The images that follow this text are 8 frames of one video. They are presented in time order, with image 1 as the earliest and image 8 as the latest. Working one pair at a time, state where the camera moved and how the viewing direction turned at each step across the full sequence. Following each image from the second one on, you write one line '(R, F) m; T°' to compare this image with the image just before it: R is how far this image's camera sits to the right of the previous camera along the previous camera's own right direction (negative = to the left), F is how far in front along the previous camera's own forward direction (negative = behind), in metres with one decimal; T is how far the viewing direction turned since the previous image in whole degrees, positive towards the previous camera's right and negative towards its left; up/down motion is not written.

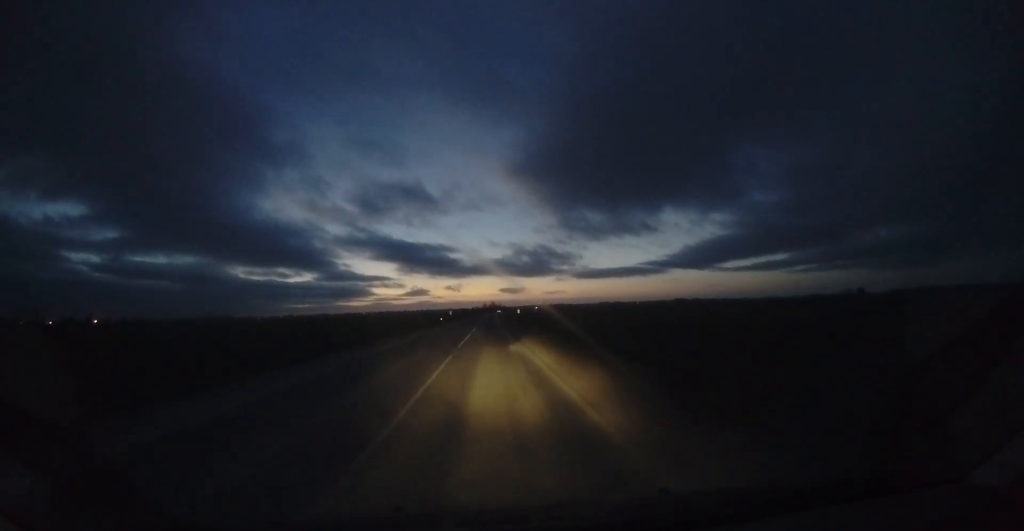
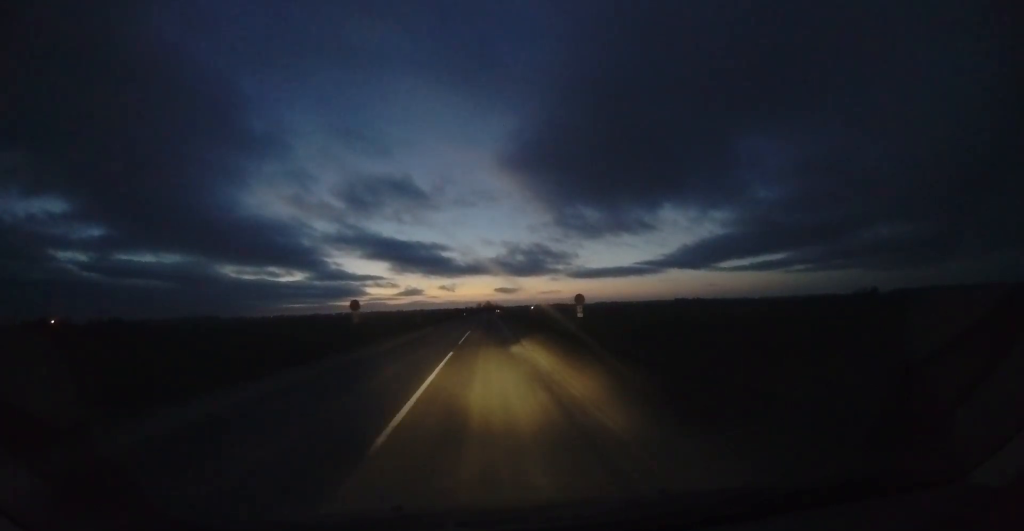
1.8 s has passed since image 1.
(+1.0, +47.3) m; +4°
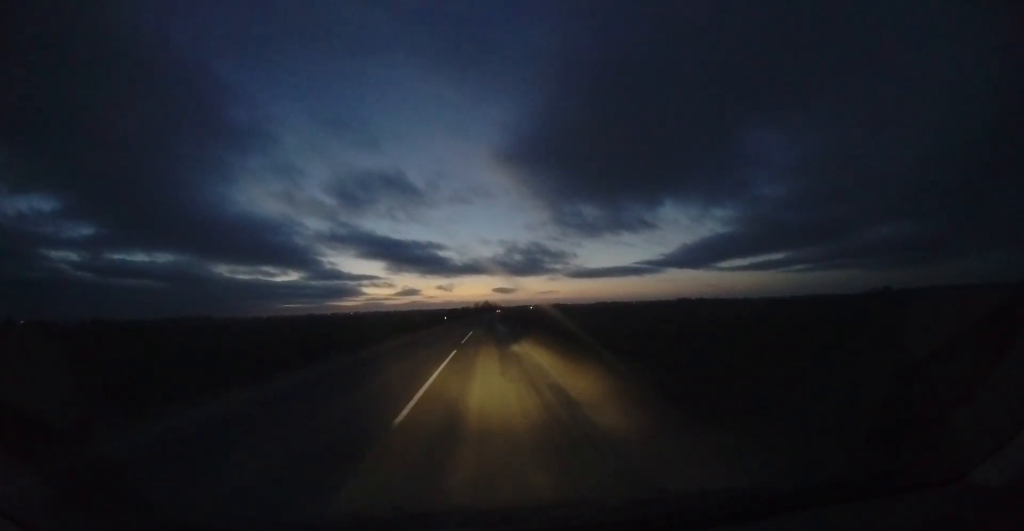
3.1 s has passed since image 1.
(+0.7, +35.0) m; +1°
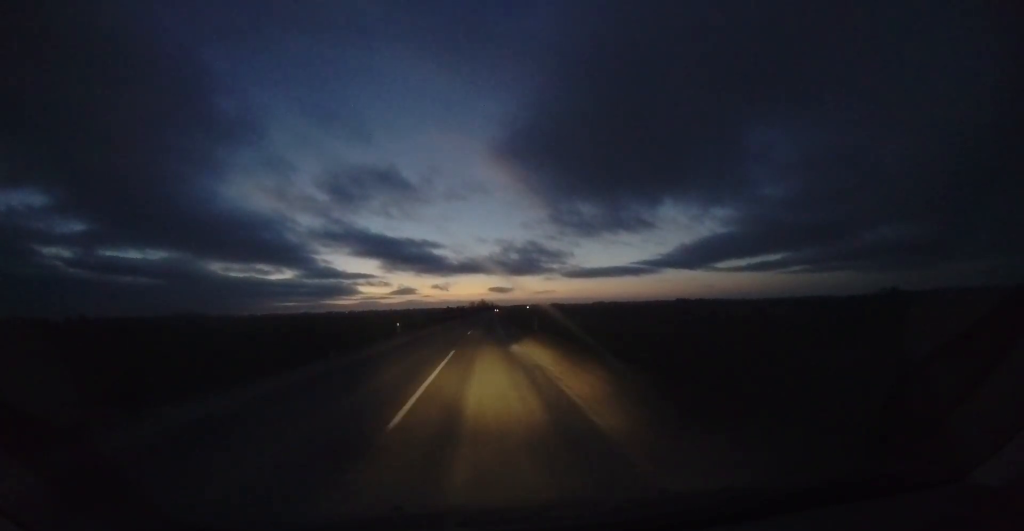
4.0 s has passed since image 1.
(0.0, +24.1) m; 0°
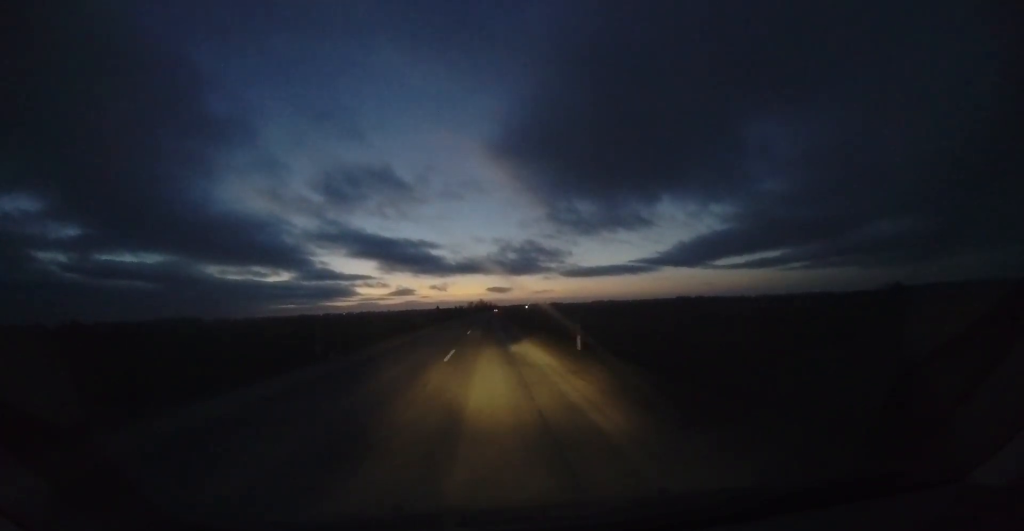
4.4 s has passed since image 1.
(+0.1, +11.5) m; 0°
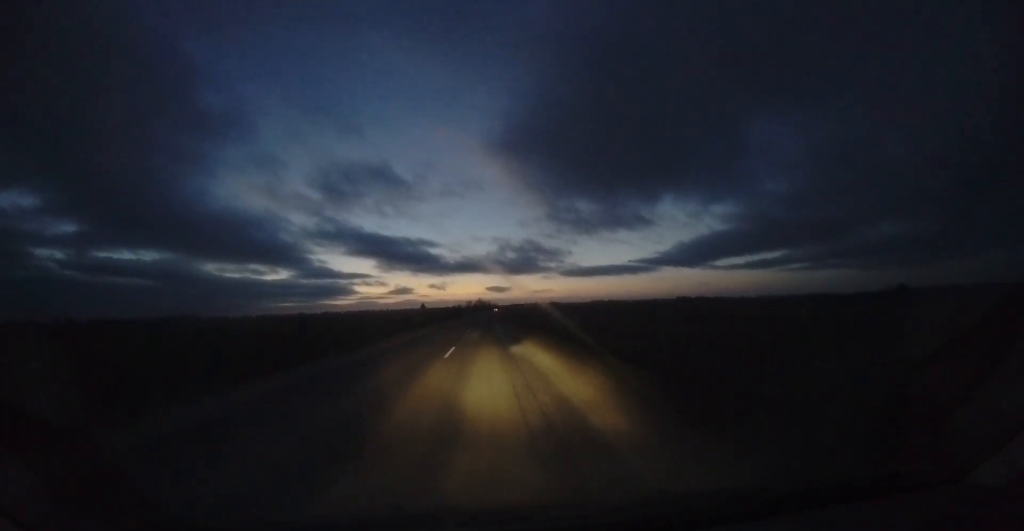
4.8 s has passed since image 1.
(+0.1, +11.5) m; 0°
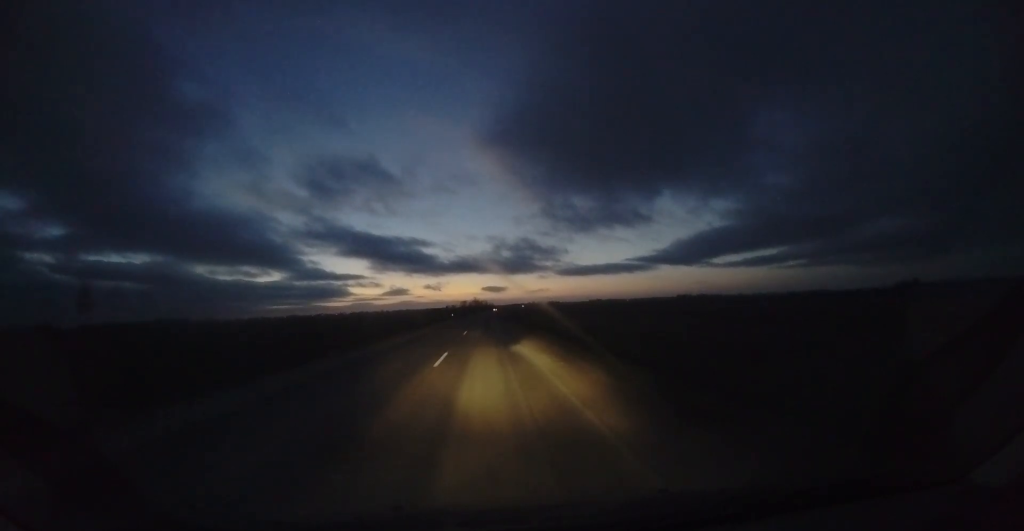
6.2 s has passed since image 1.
(+0.4, +37.1) m; +1°
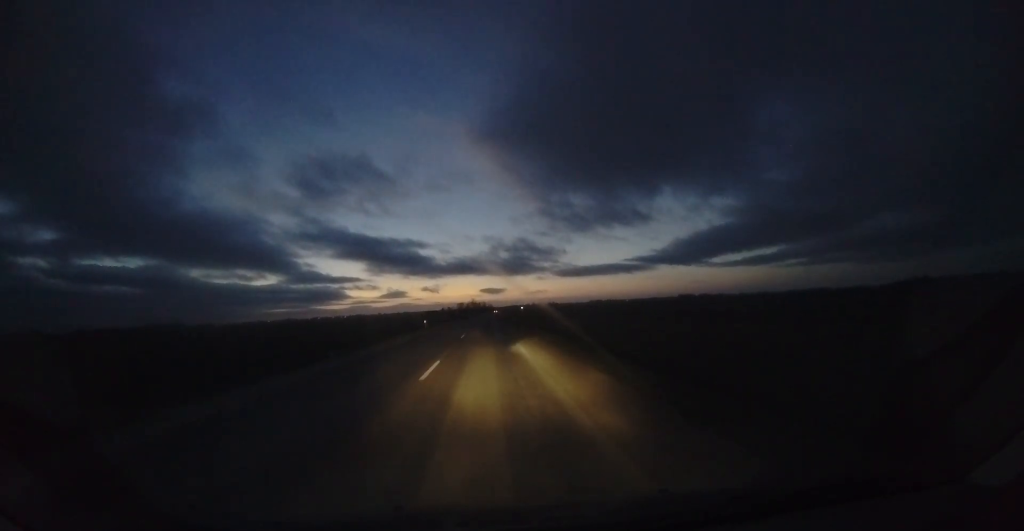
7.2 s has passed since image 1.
(0.0, +25.5) m; -1°
